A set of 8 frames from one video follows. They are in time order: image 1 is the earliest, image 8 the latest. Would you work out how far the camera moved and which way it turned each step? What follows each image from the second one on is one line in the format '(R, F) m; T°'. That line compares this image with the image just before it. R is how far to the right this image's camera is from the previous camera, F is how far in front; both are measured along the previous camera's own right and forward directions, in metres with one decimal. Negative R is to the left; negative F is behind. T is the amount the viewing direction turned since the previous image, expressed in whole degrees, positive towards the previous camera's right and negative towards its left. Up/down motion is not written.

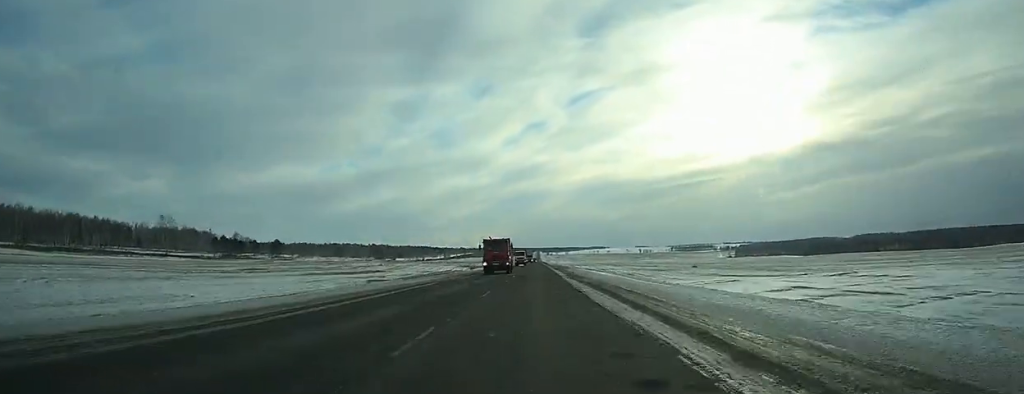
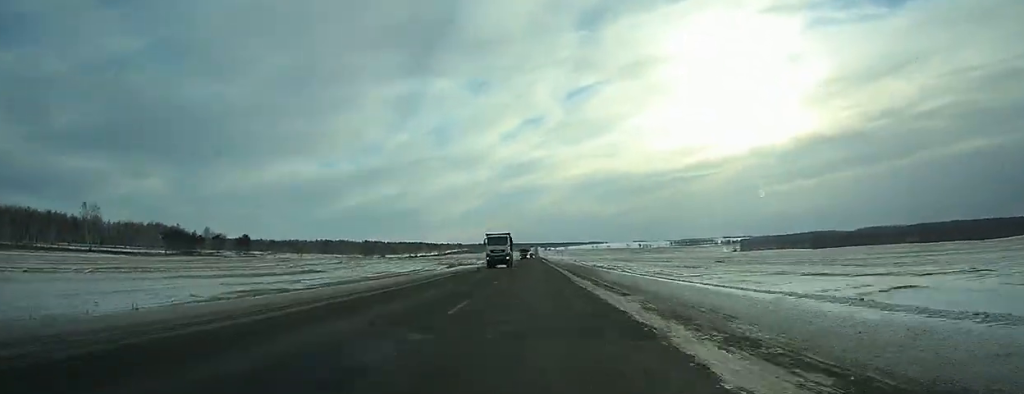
(0.0, +41.5) m; 0°
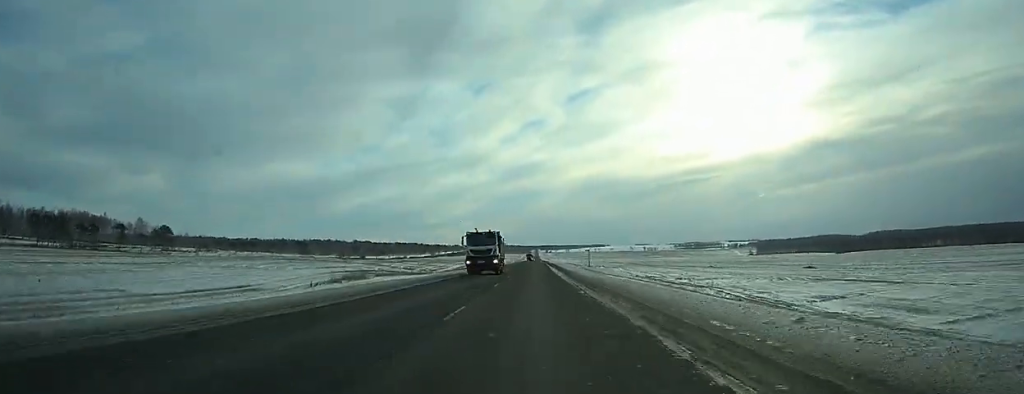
(-0.2, +87.6) m; 0°
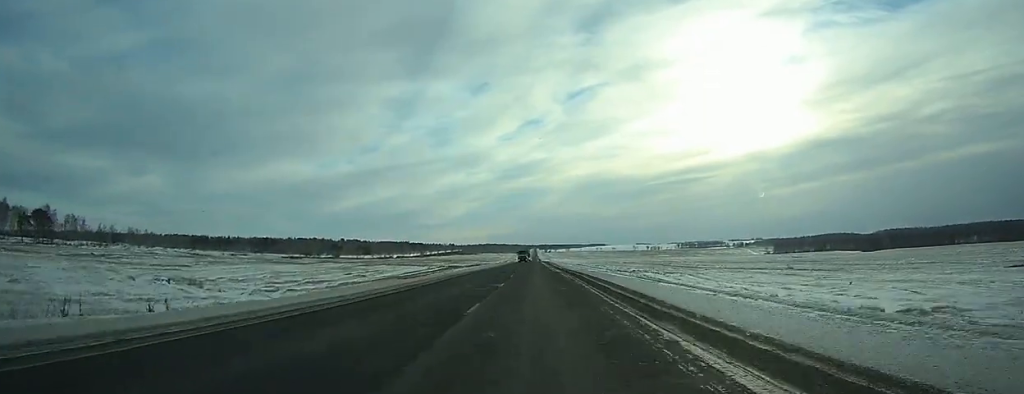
(0.0, +83.7) m; 0°
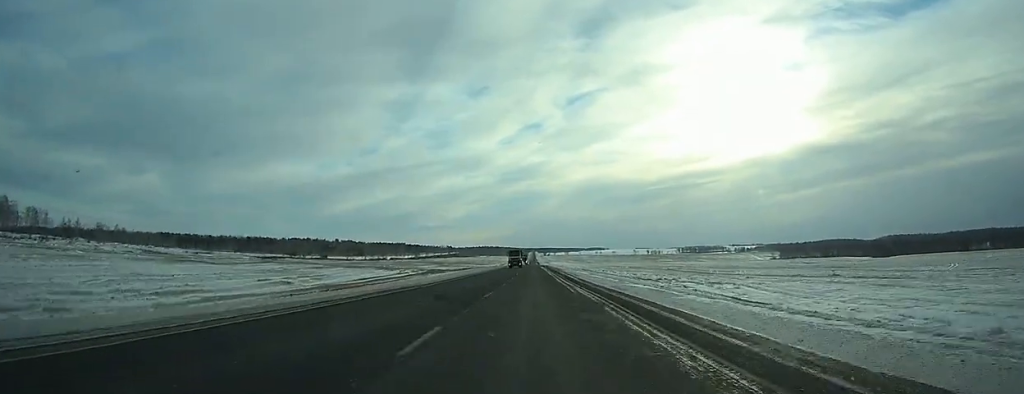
(0.0, +28.9) m; 0°
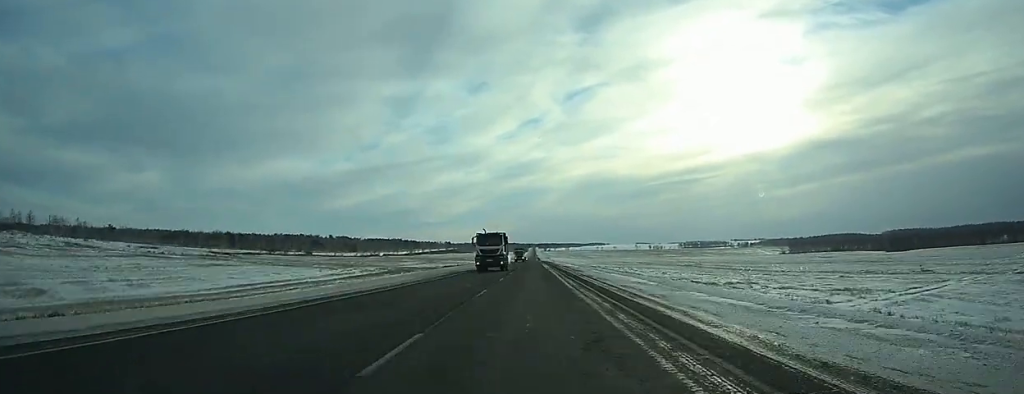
(+0.1, +35.9) m; 0°
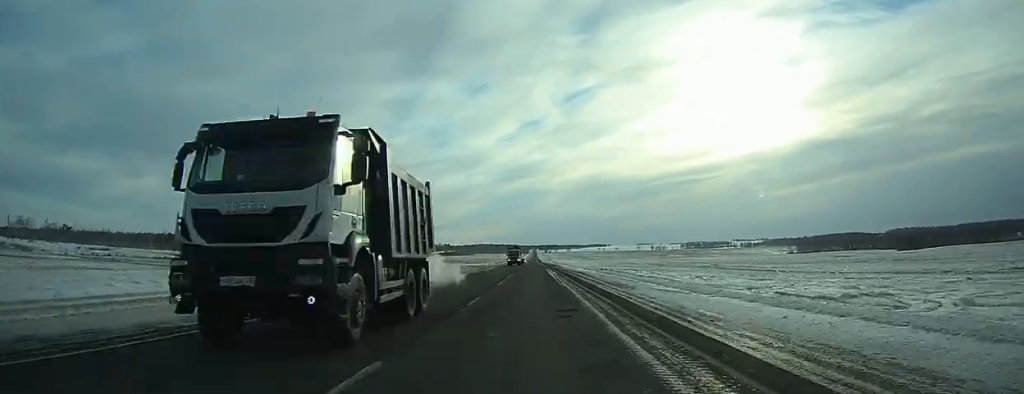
(-0.1, +25.3) m; 0°
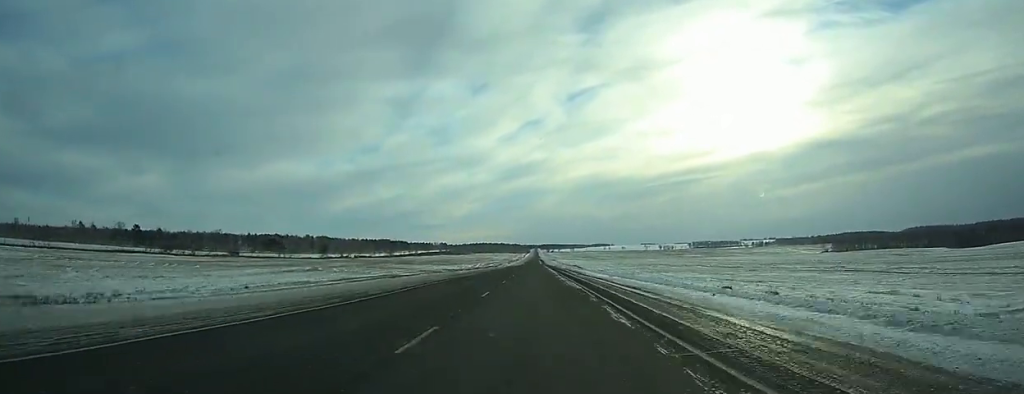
(-0.2, +107.2) m; 0°
